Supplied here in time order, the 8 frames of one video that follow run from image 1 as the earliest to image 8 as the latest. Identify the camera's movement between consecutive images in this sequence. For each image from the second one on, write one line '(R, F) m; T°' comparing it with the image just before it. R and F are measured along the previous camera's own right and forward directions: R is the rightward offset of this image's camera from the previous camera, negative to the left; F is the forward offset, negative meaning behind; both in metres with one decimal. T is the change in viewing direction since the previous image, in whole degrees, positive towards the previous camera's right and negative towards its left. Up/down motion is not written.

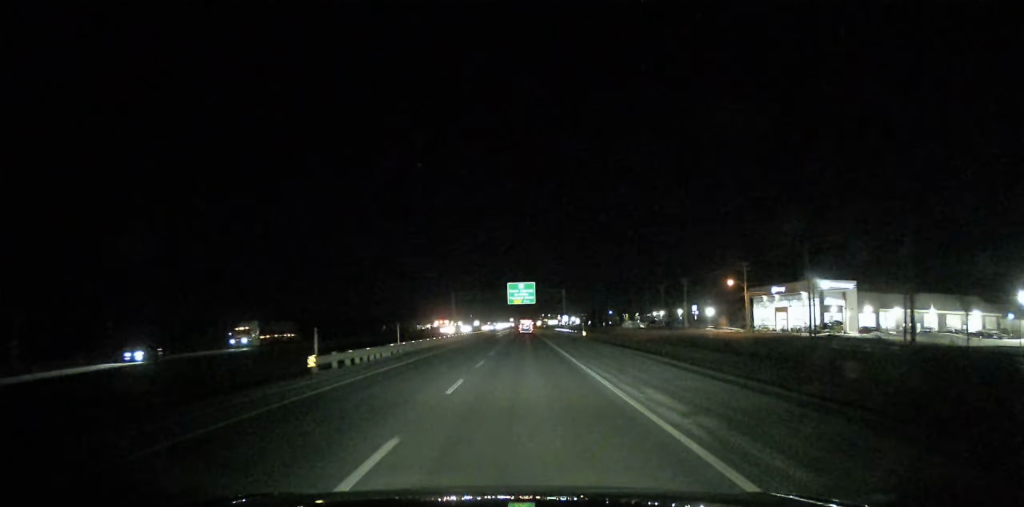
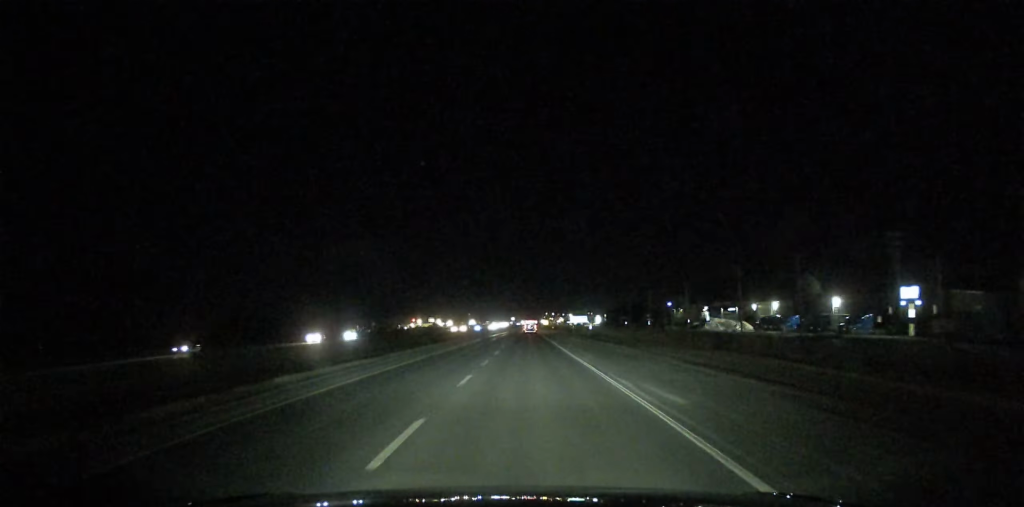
(-0.1, +157.5) m; 0°
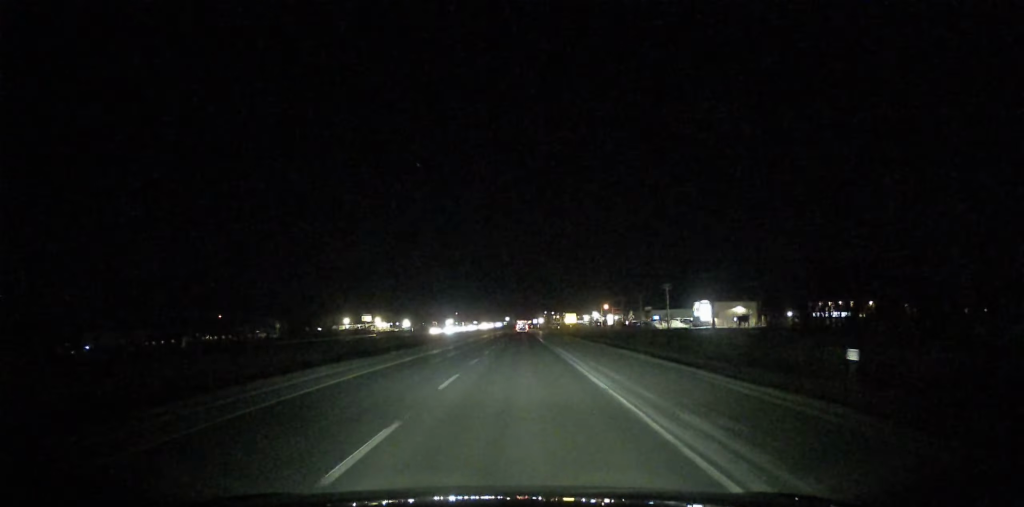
(+0.1, +251.4) m; 0°
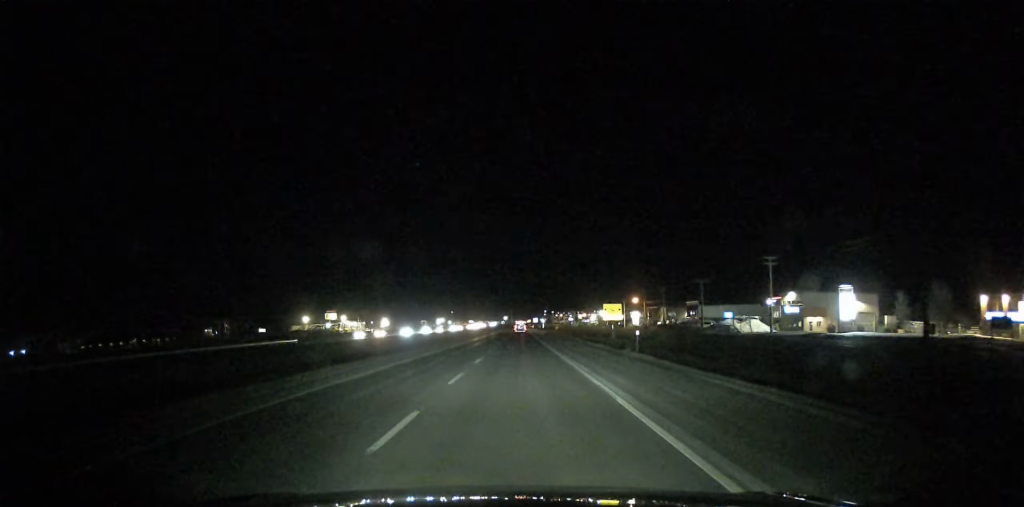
(+0.1, +70.2) m; 0°
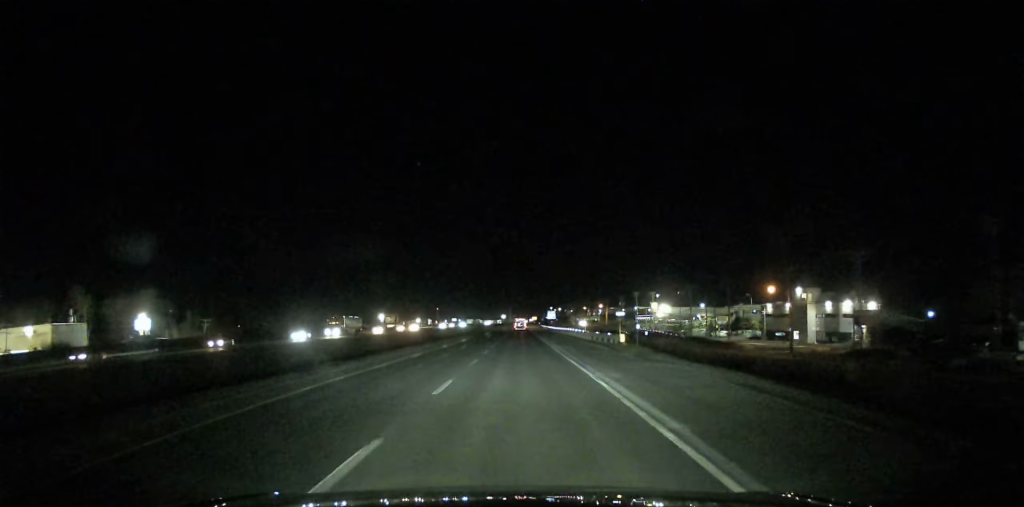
(-0.2, +305.3) m; 0°
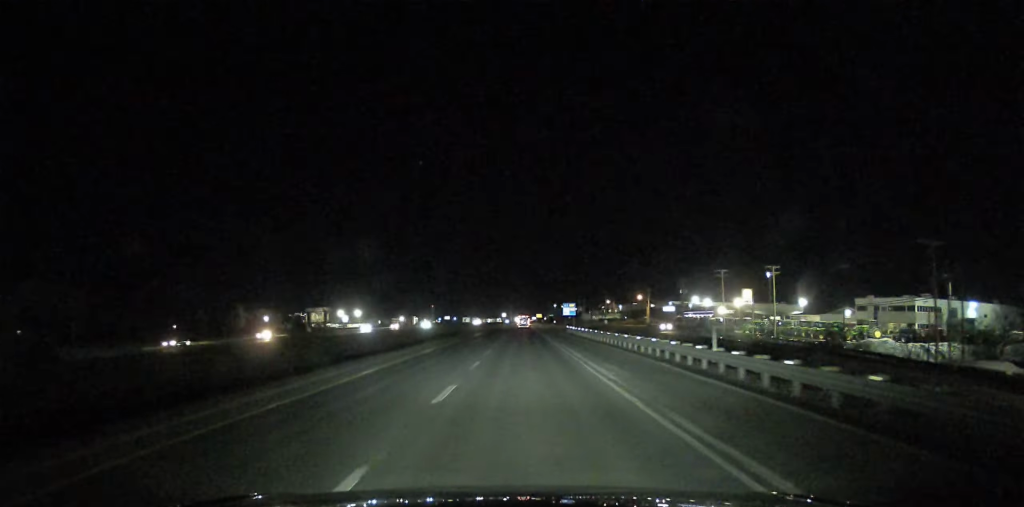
(0.0, +102.7) m; 0°
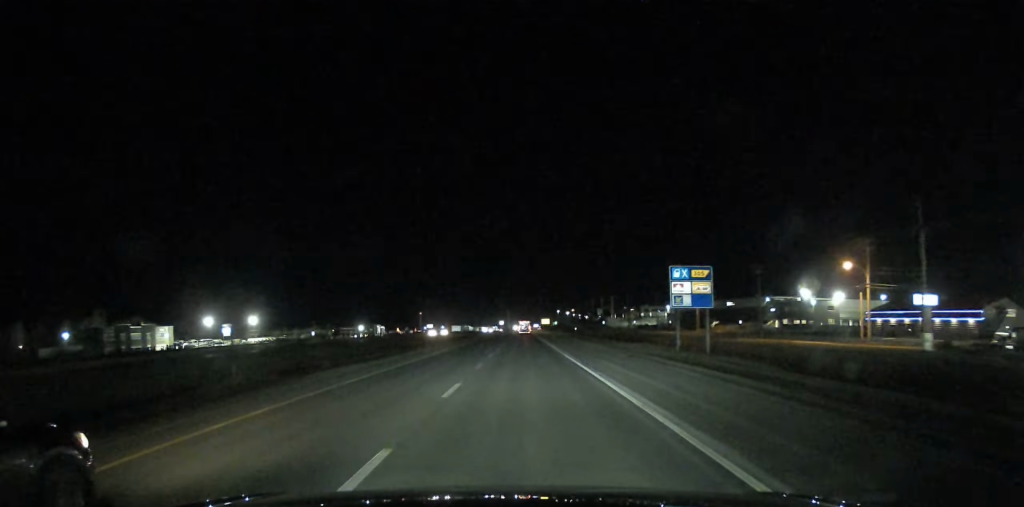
(0.0, +141.5) m; 0°
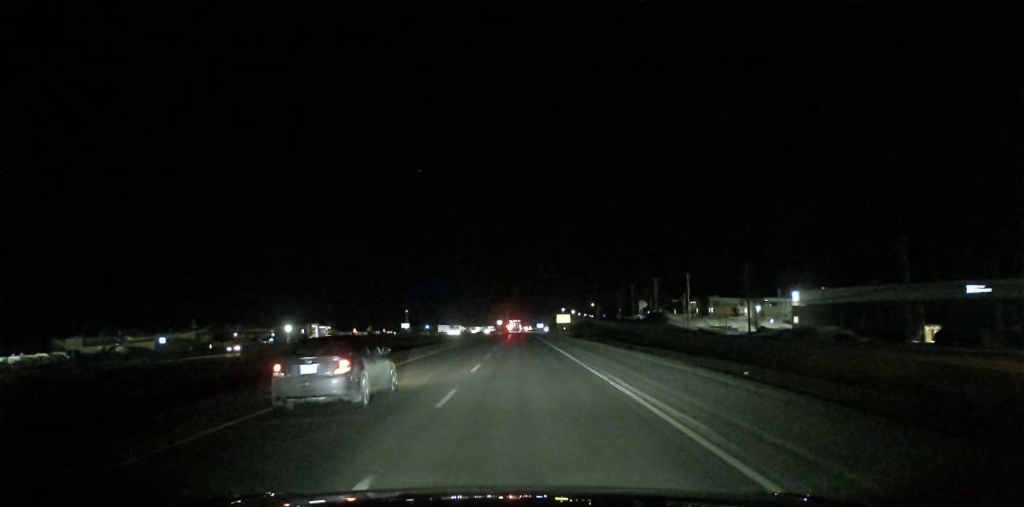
(+0.4, +133.8) m; 0°
